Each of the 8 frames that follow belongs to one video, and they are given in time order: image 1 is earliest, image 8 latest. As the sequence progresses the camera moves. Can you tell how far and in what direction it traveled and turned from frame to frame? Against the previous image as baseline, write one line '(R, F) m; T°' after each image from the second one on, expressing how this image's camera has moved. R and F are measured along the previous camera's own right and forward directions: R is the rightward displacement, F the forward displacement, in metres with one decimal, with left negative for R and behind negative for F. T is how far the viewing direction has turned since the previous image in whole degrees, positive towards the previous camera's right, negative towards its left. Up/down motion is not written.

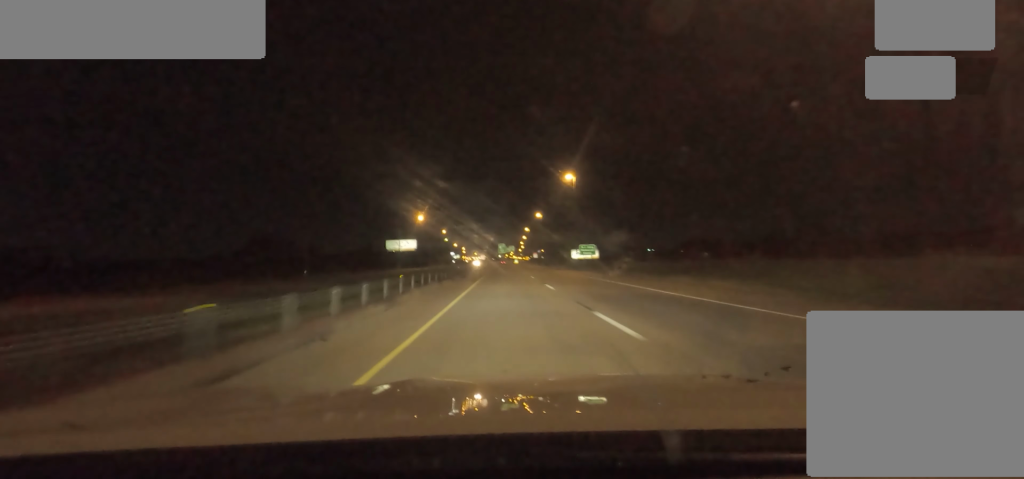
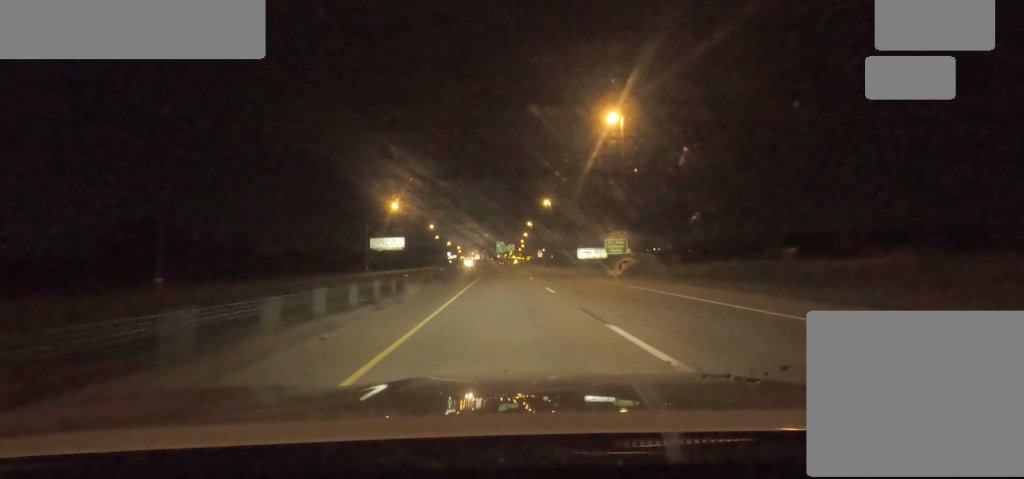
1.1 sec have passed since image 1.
(-1.3, +30.1) m; 0°
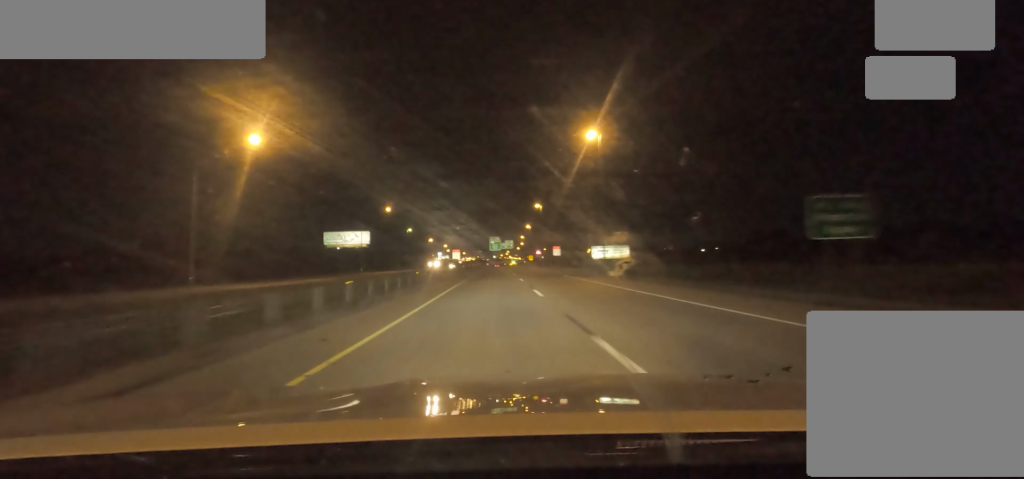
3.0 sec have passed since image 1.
(-0.2, +54.8) m; 0°
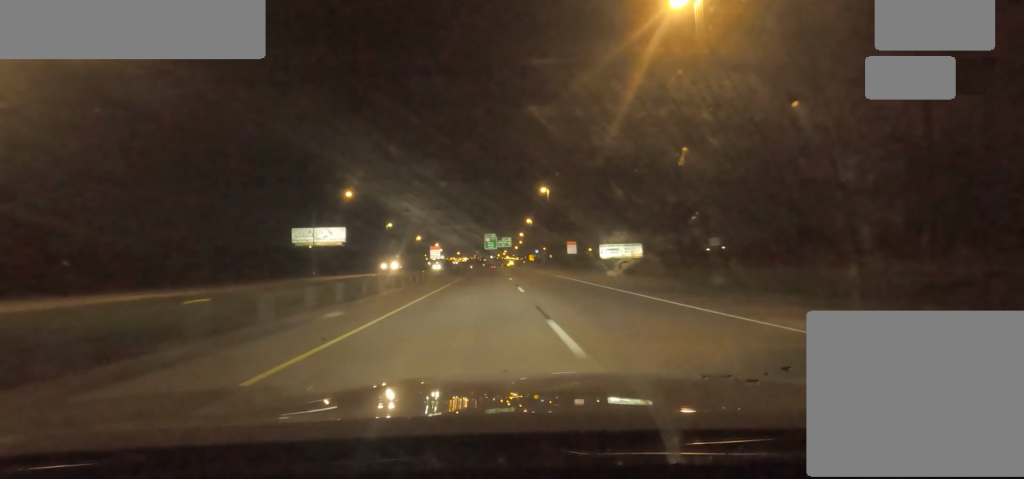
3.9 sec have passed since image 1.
(+1.3, +24.1) m; 0°
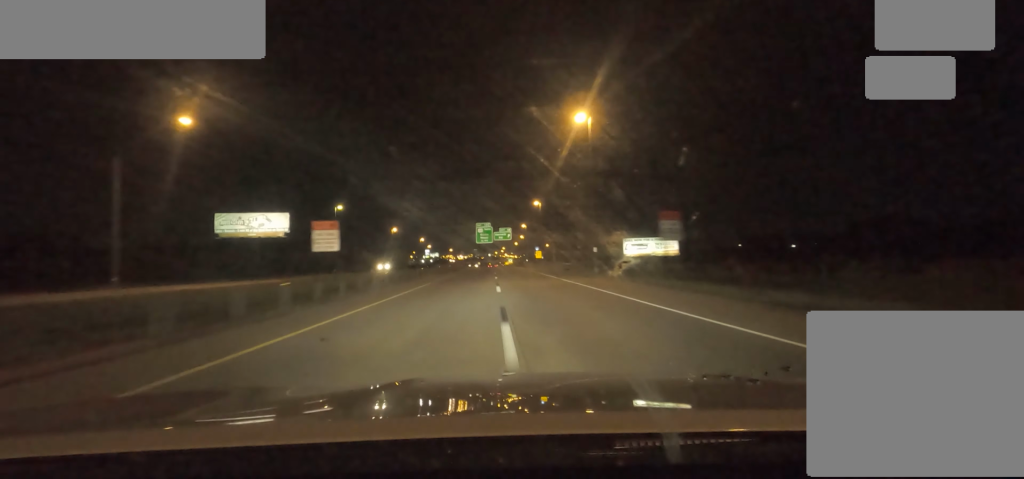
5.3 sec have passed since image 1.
(-0.7, +41.0) m; 0°
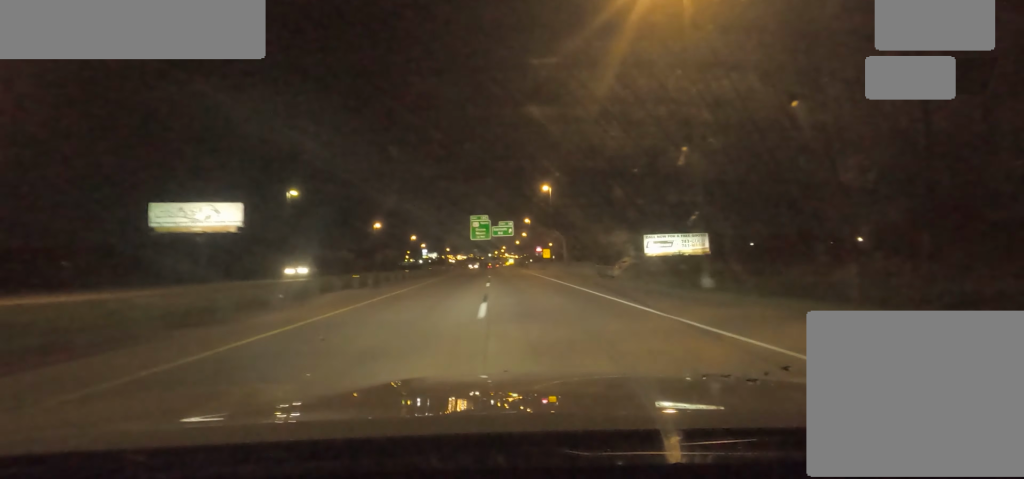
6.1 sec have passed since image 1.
(+0.7, +22.3) m; 0°
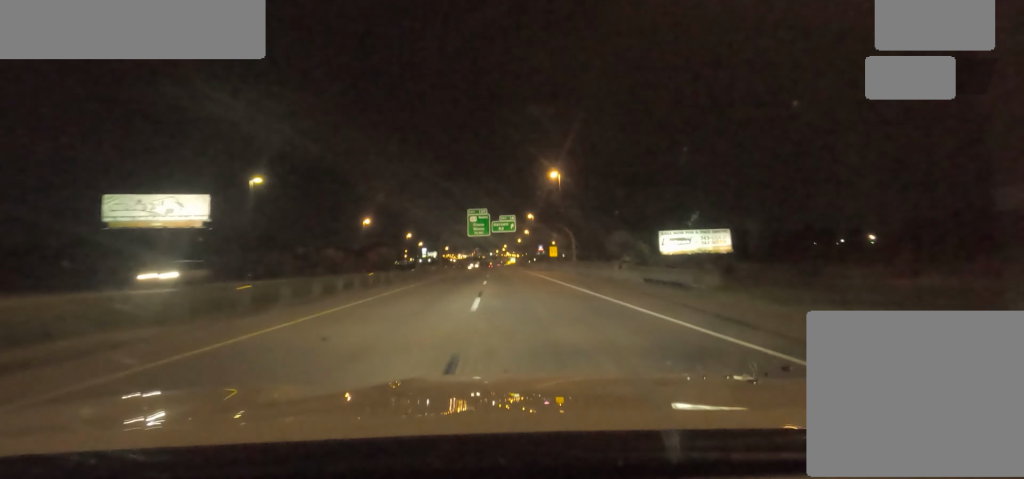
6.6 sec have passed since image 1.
(-0.7, +12.4) m; 0°
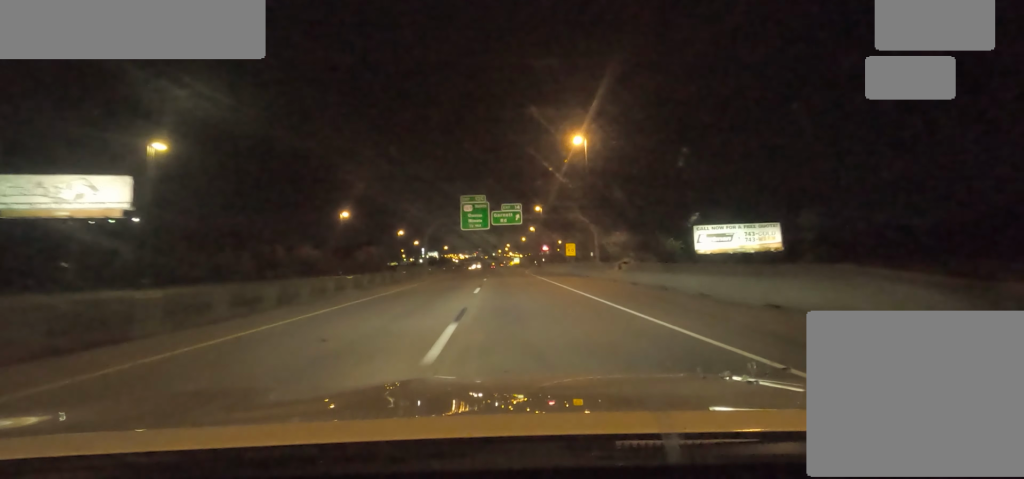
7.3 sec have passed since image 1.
(-0.1, +20.0) m; 0°
